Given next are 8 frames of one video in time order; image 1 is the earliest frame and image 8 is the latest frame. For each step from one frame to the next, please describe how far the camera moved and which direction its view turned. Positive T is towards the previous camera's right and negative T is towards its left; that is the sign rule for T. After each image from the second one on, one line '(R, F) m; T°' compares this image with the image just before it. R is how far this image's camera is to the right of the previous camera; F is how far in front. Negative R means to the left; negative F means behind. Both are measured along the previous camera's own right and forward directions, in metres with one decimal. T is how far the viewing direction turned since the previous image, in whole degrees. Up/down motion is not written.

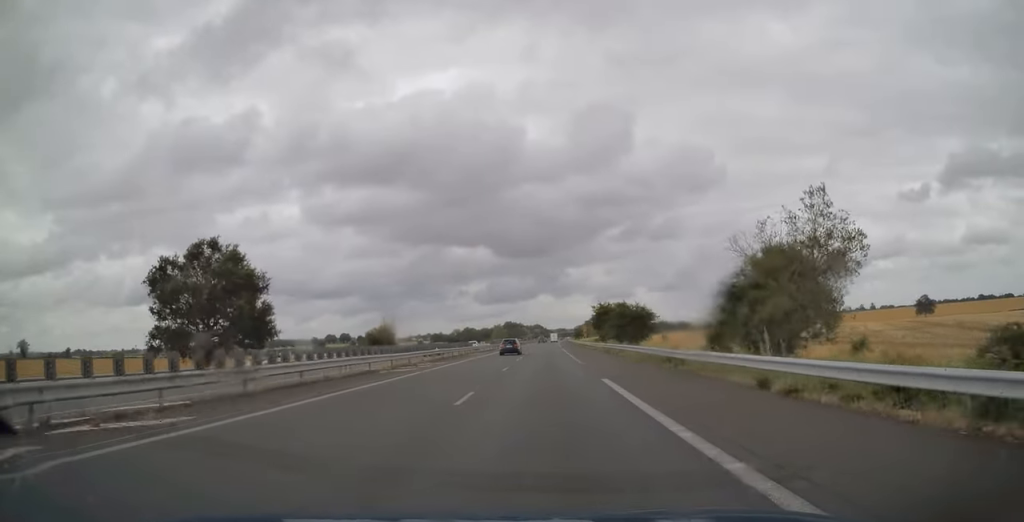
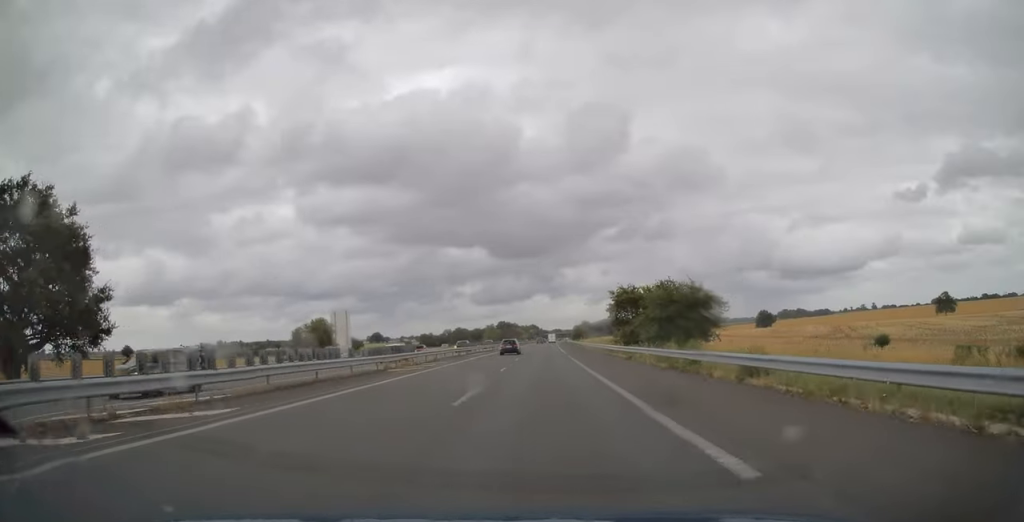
(0.0, +26.2) m; 0°
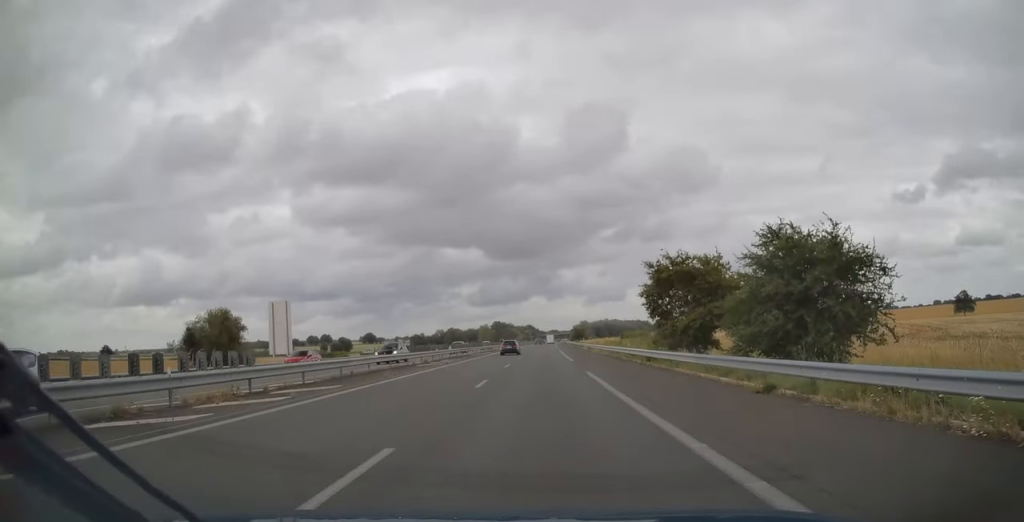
(-0.1, +20.9) m; 0°
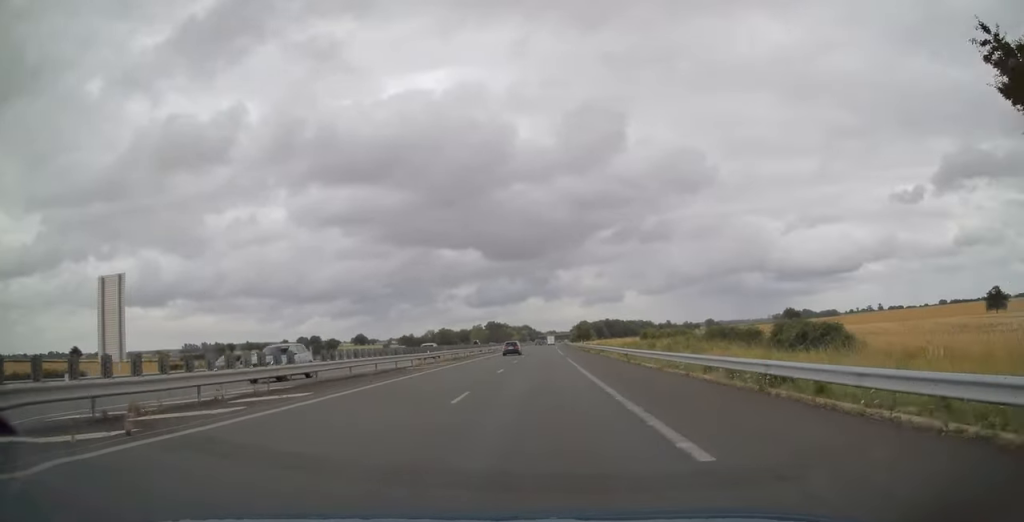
(+0.4, +30.5) m; 0°
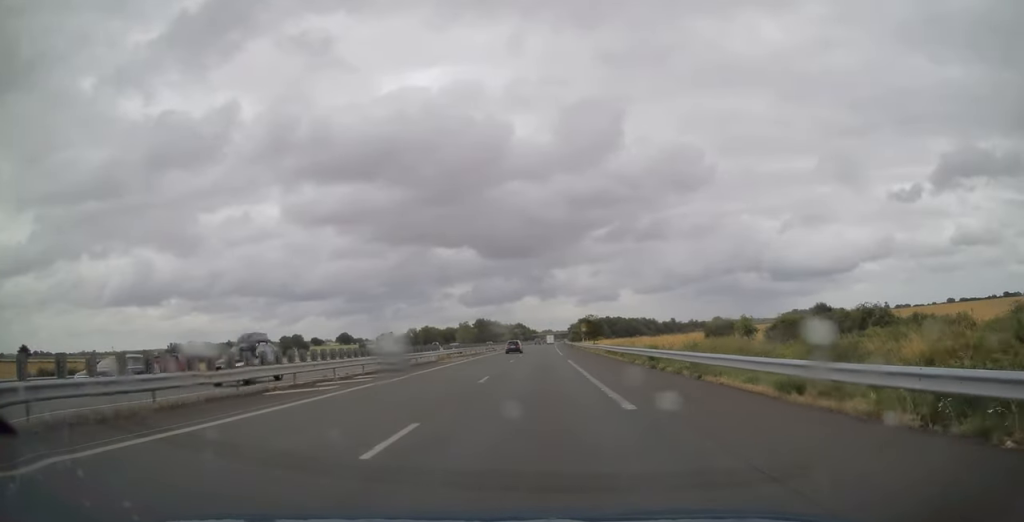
(-0.2, +45.5) m; +1°
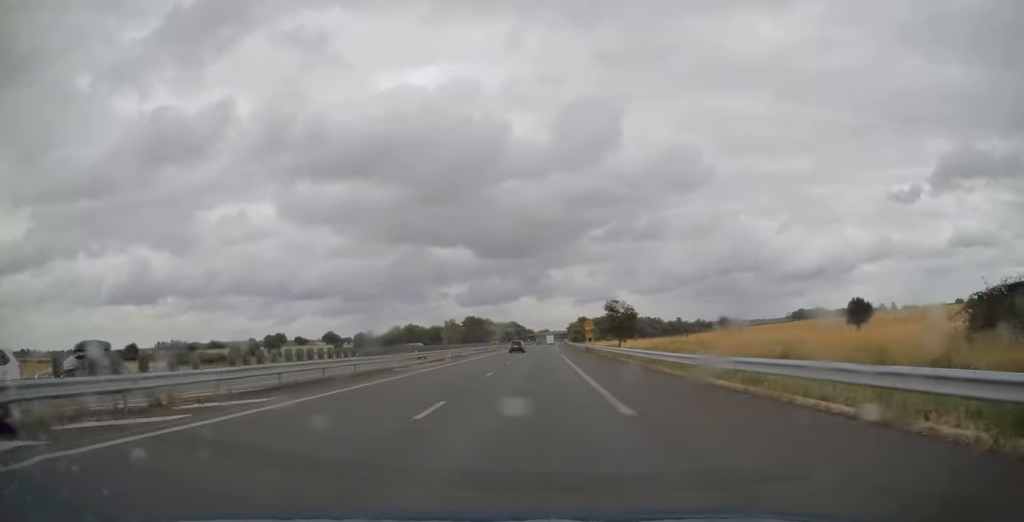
(+0.7, +40.7) m; +1°
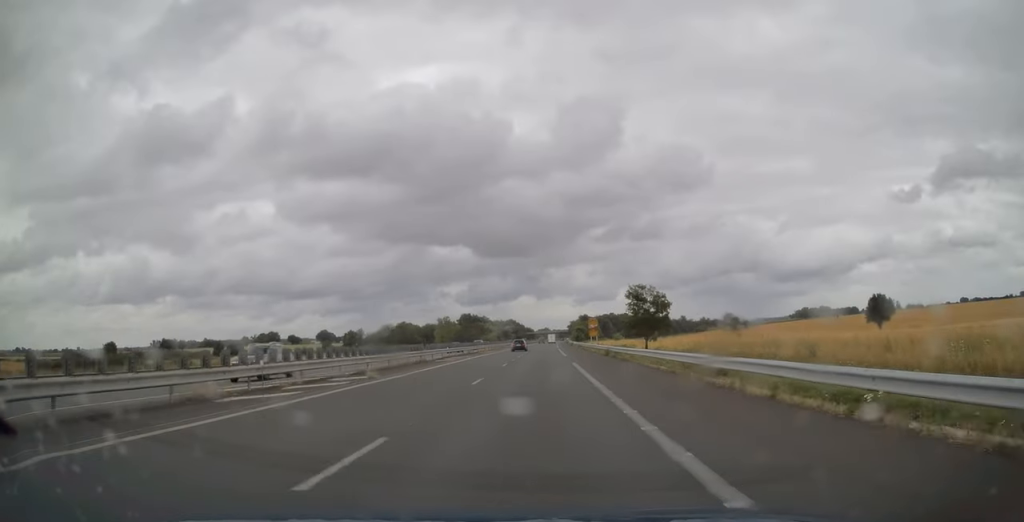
(0.0, +18.3) m; 0°
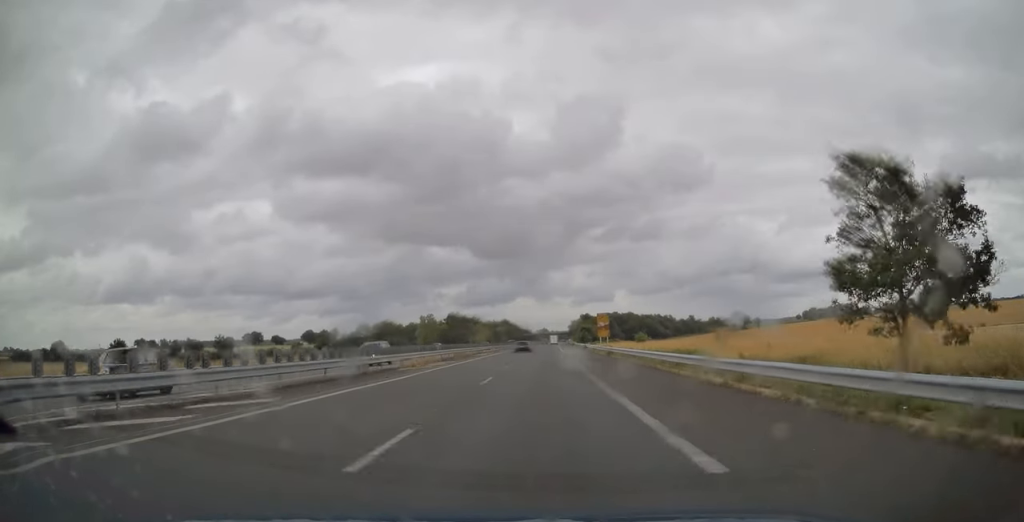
(-0.4, +38.3) m; 0°
